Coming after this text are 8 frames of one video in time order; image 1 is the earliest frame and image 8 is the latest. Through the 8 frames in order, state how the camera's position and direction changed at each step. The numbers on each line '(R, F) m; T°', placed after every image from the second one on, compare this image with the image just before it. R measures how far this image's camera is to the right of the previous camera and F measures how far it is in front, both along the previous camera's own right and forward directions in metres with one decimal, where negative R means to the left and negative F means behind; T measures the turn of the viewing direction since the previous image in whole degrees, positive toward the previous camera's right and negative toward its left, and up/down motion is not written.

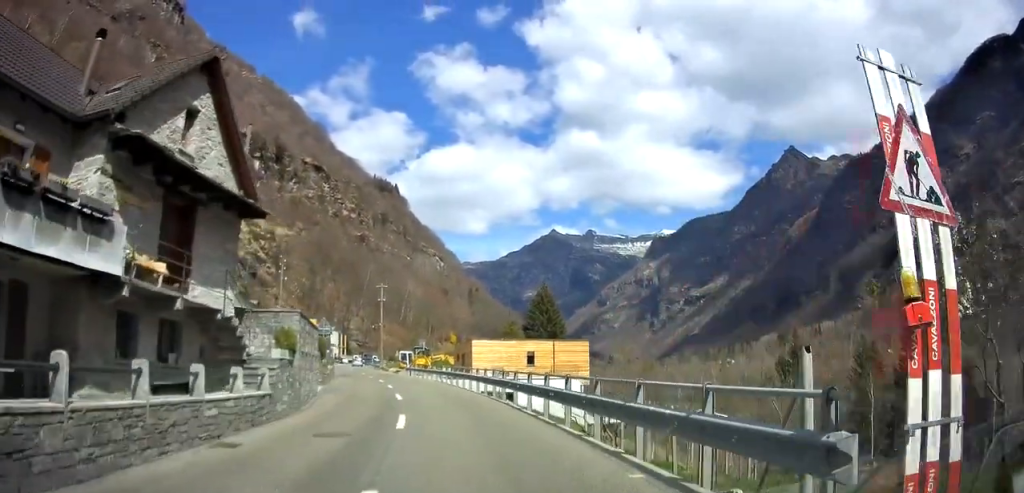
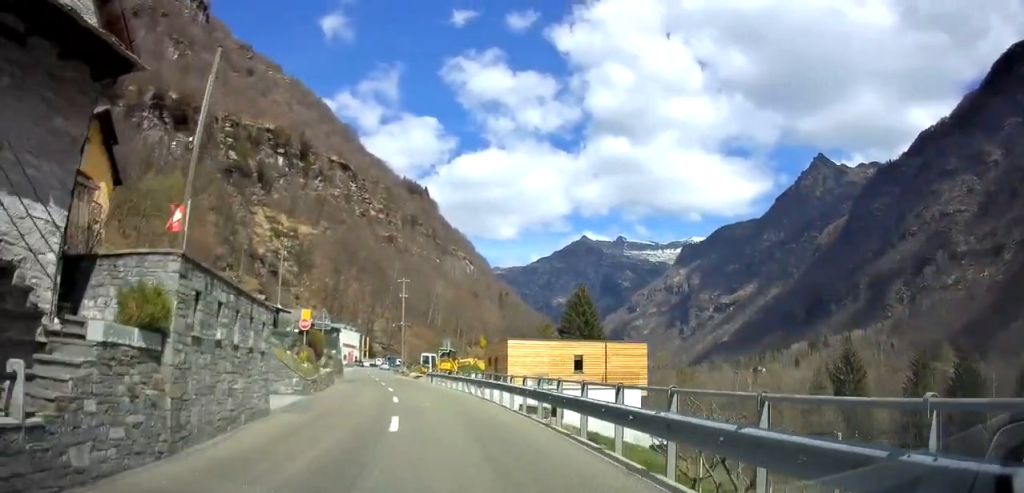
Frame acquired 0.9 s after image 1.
(-0.2, +9.2) m; -2°
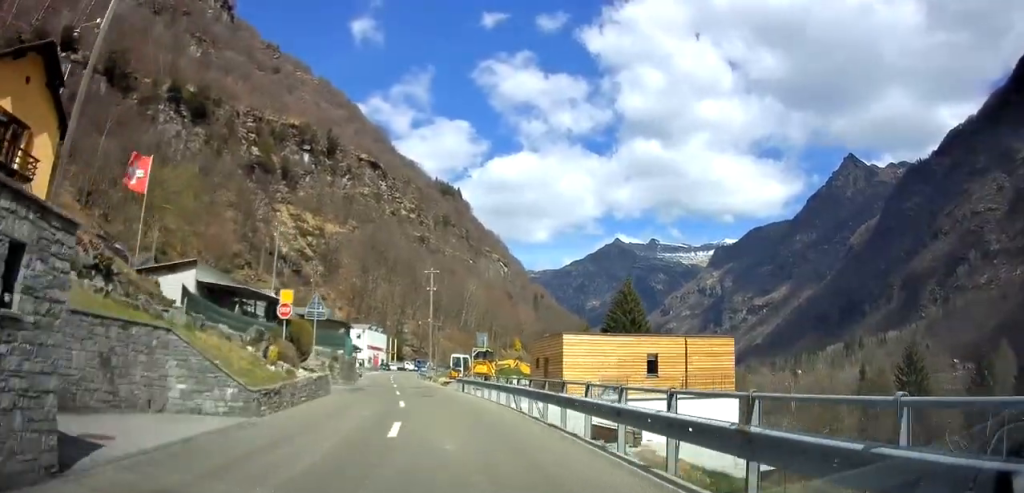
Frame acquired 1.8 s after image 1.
(-0.2, +9.1) m; -3°
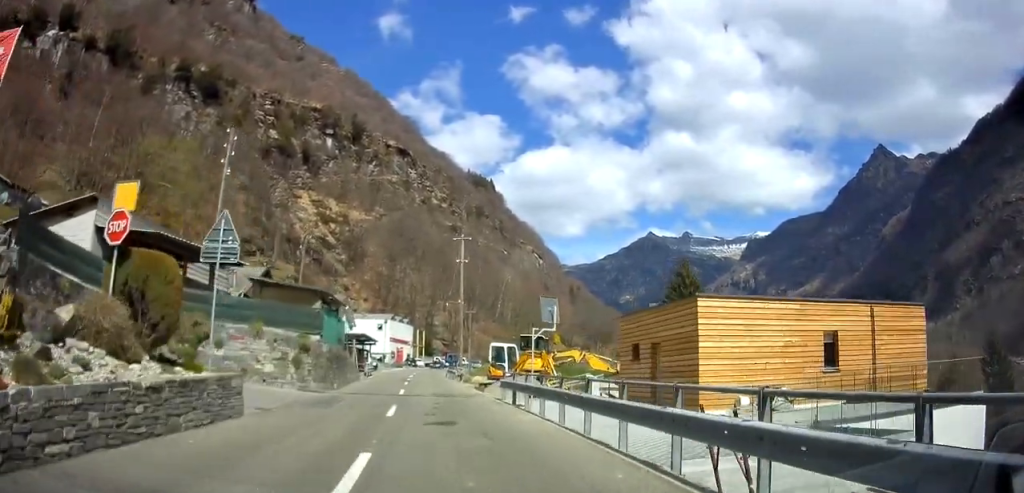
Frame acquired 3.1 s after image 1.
(-0.5, +13.4) m; -4°
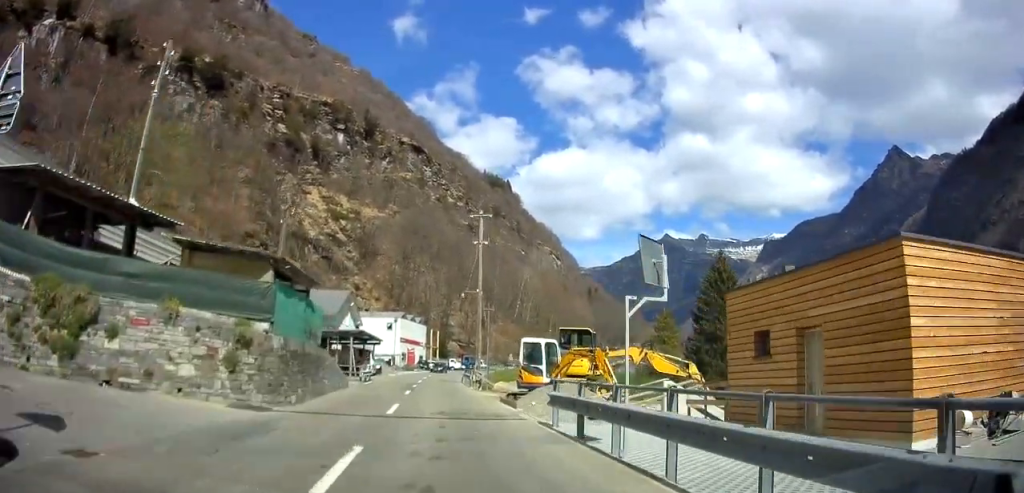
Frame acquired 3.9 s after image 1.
(-0.2, +8.4) m; -2°
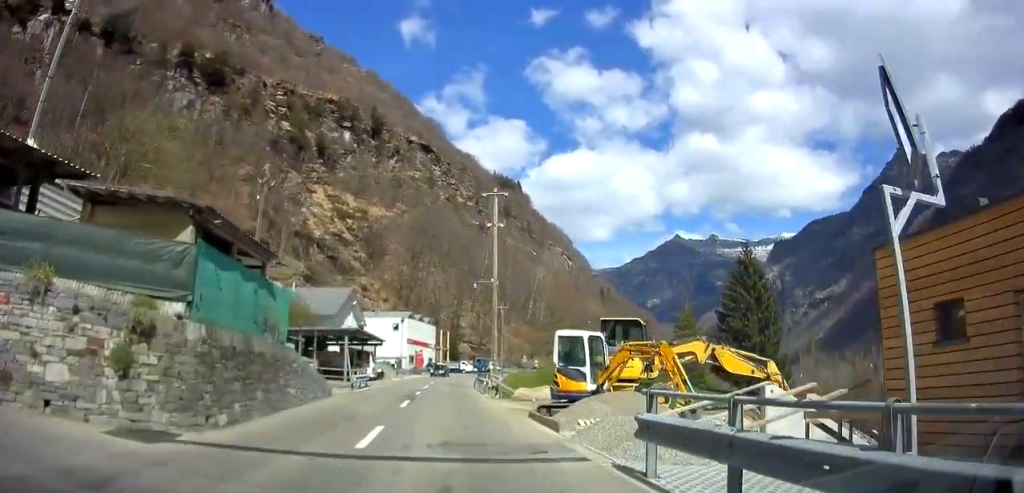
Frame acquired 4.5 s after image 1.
(0.0, +5.6) m; -1°
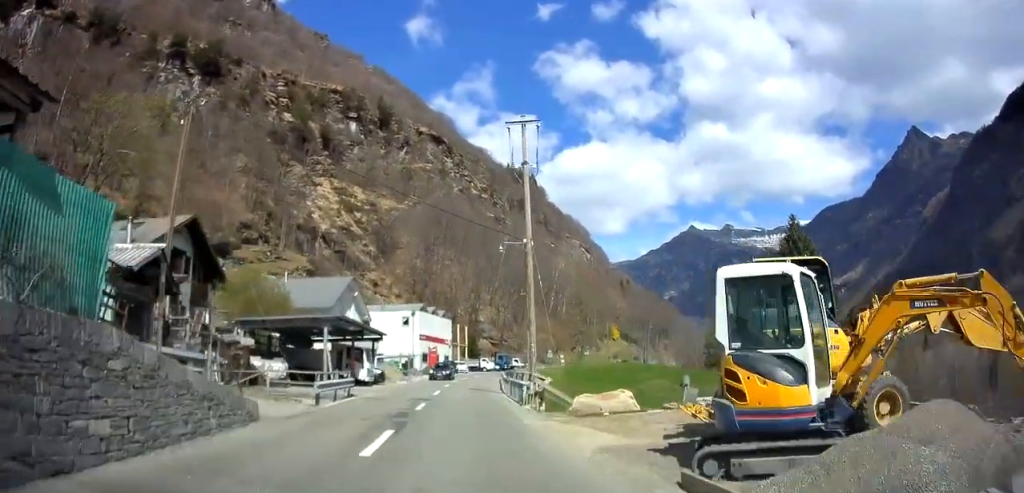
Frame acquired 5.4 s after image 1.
(-0.2, +9.9) m; -2°
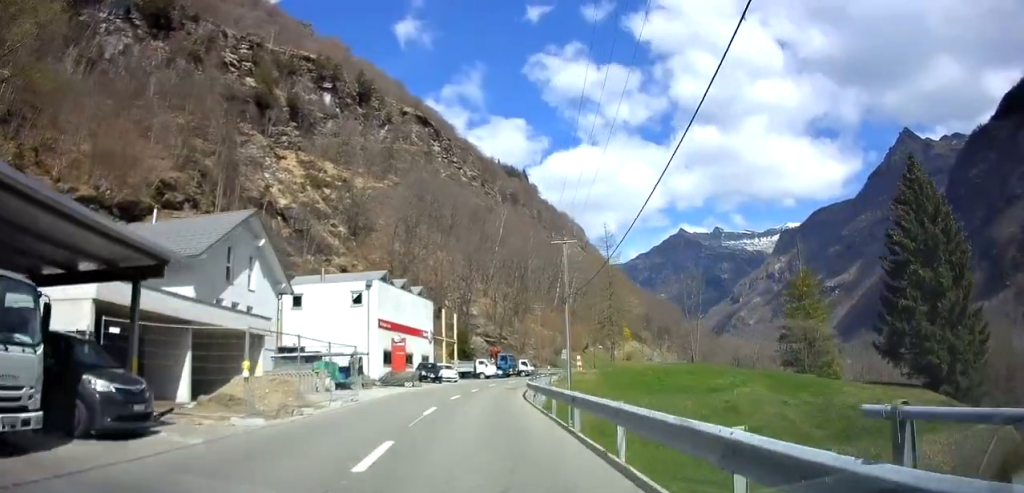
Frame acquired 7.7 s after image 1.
(-0.3, +26.4) m; 0°
